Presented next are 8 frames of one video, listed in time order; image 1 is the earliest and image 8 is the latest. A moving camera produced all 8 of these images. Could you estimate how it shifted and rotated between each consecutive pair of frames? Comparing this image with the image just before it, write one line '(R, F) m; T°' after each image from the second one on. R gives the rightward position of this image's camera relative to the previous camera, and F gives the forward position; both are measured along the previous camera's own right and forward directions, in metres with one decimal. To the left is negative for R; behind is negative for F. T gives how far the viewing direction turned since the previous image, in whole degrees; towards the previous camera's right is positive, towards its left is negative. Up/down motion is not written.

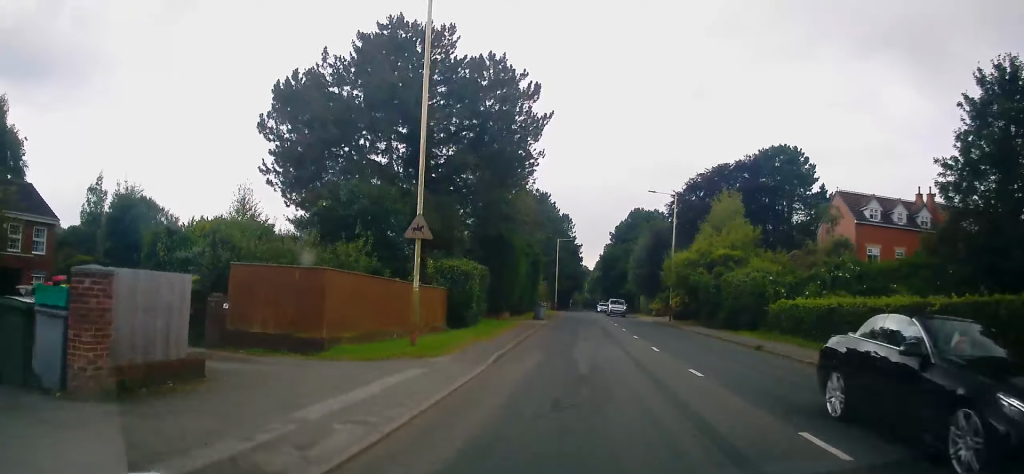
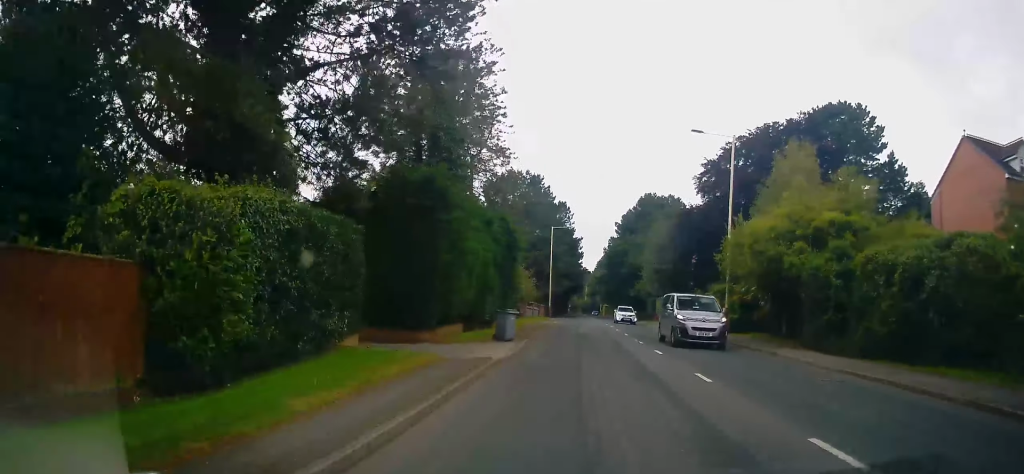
(-0.6, +18.7) m; +1°
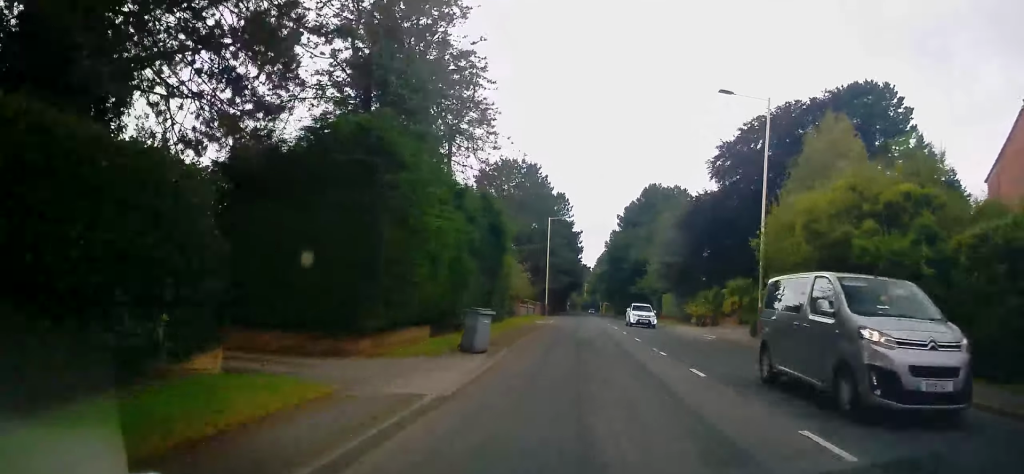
(+0.6, +5.8) m; +1°
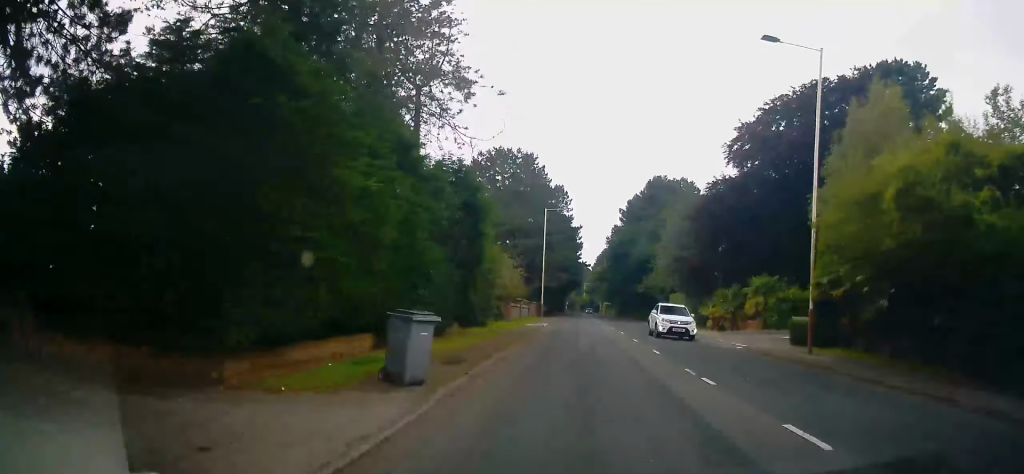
(+0.2, +5.8) m; 0°
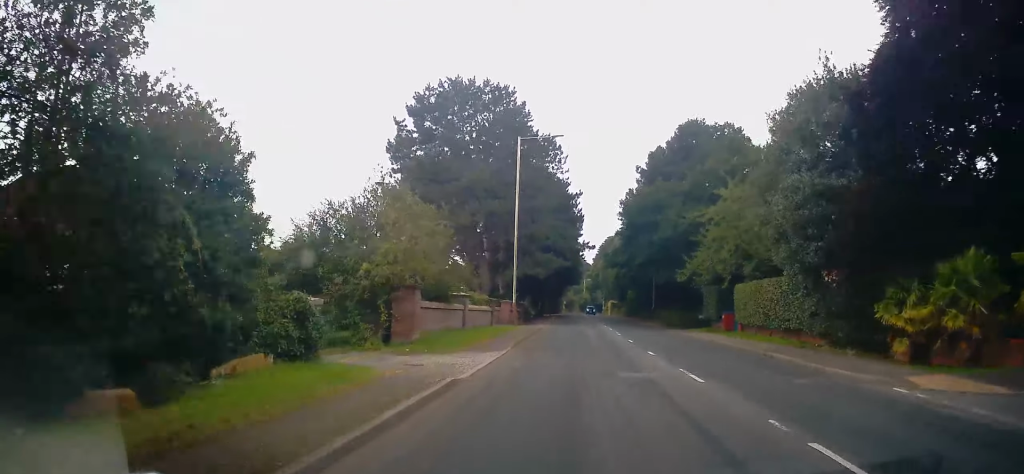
(-0.9, +24.8) m; -1°
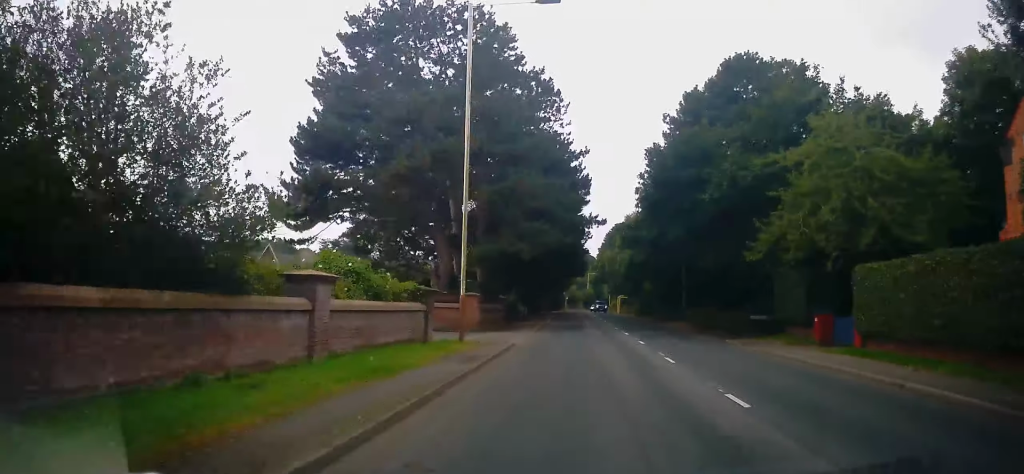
(-0.1, +15.0) m; 0°
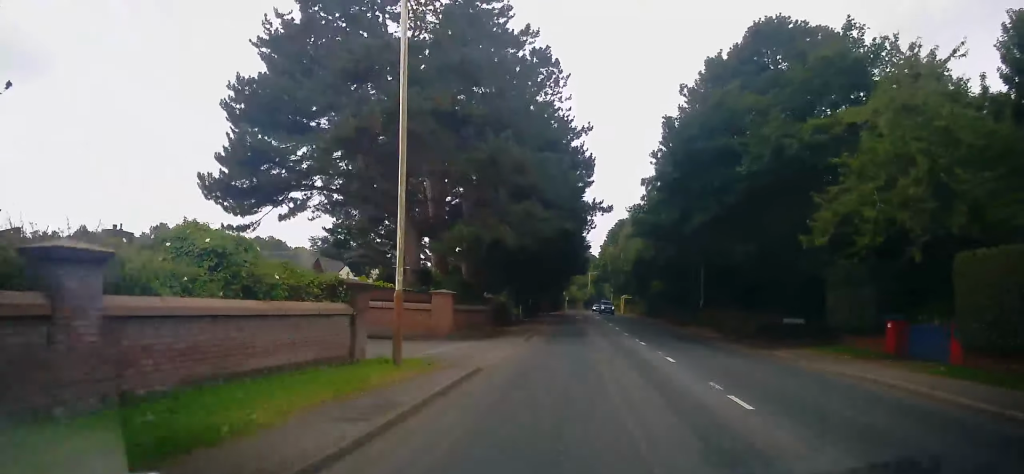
(+0.2, +6.1) m; -1°
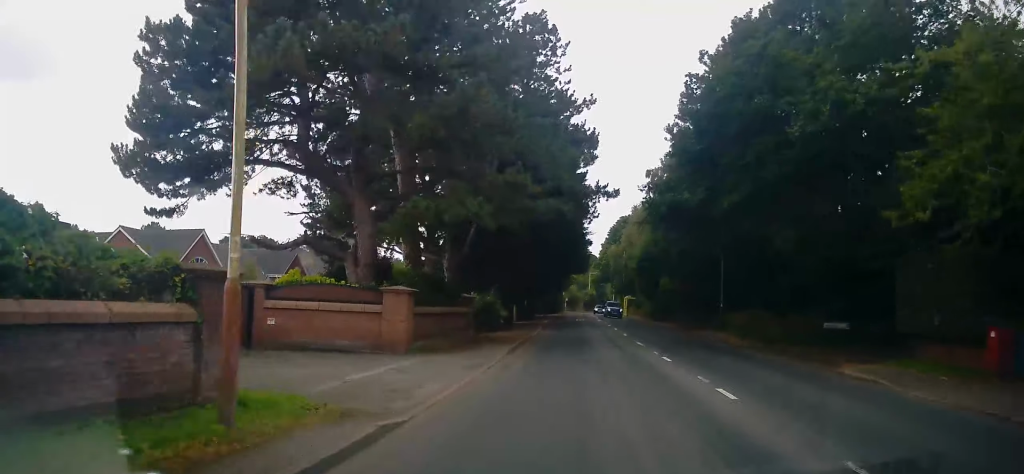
(+0.1, +5.4) m; -1°
